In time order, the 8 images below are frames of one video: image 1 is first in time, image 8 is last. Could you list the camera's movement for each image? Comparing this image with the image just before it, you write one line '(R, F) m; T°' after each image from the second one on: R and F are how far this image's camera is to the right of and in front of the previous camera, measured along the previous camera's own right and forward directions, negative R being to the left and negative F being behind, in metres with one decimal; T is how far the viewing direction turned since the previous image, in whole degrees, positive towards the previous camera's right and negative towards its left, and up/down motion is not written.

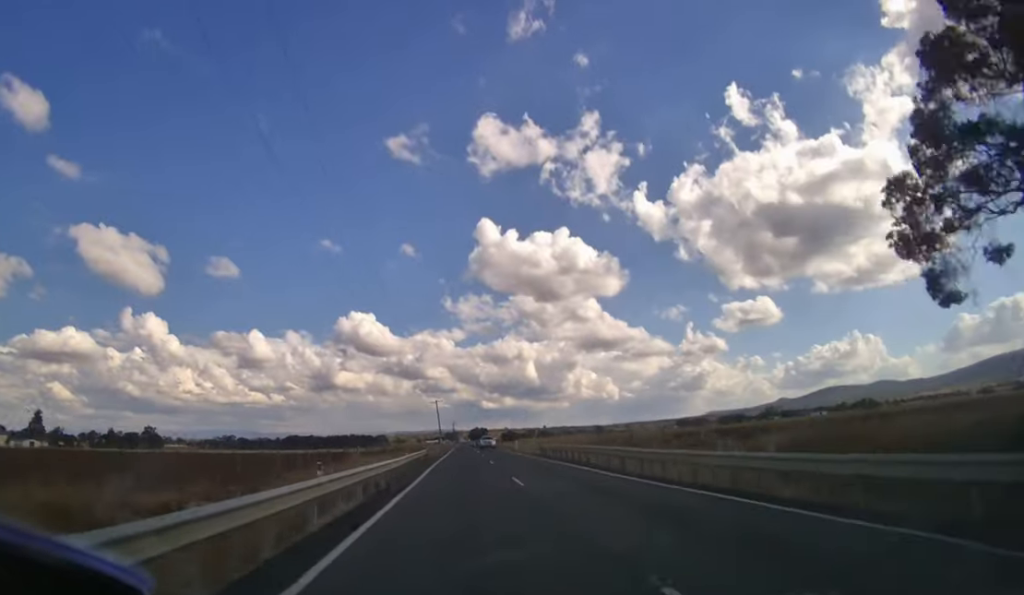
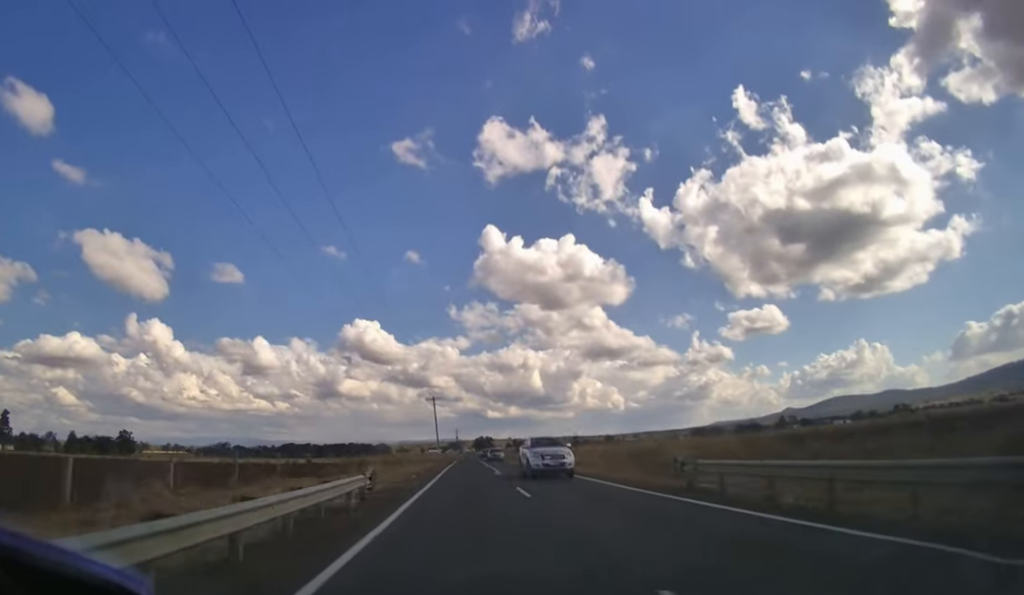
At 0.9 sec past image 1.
(0.0, +22.3) m; 0°
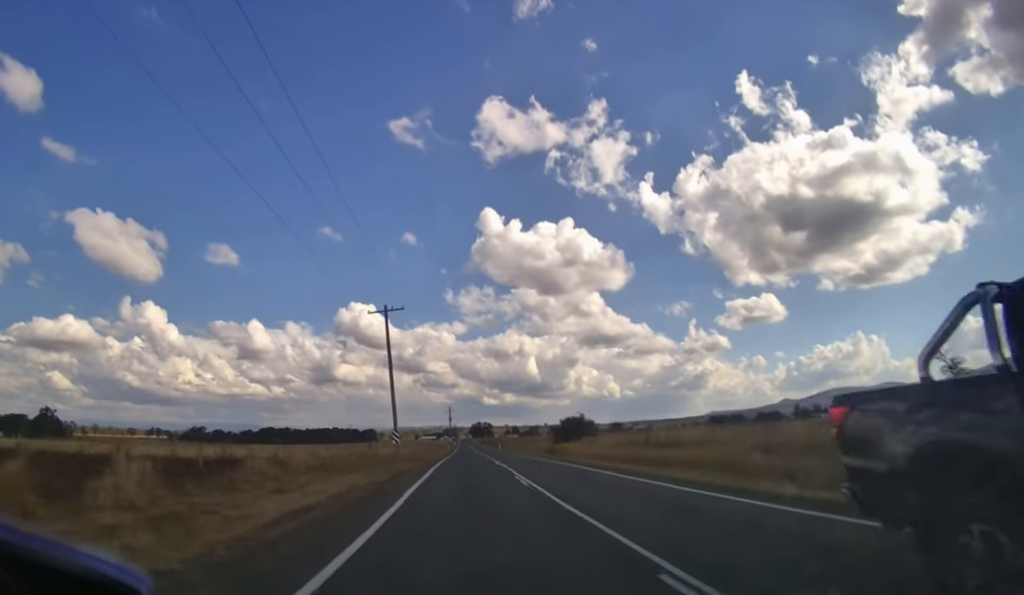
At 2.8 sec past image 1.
(-0.2, +51.1) m; 0°
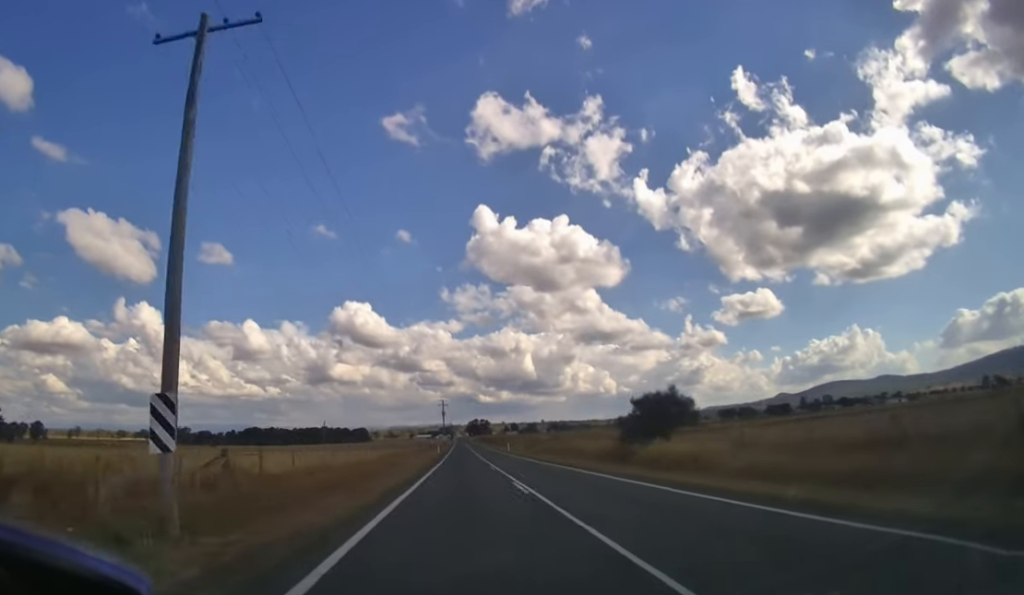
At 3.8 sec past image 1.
(+0.1, +28.2) m; 0°
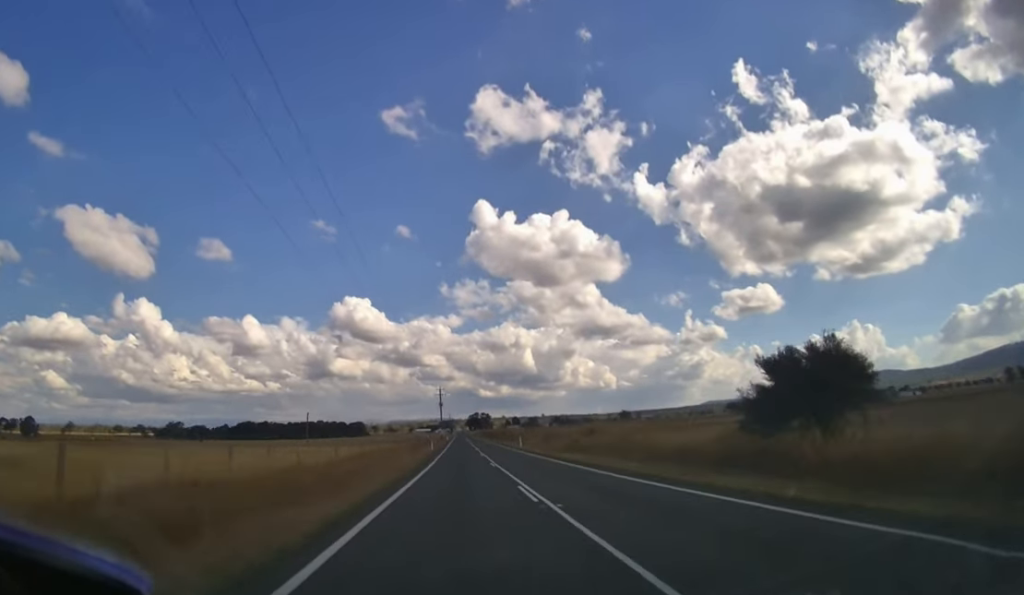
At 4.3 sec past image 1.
(0.0, +17.4) m; 0°
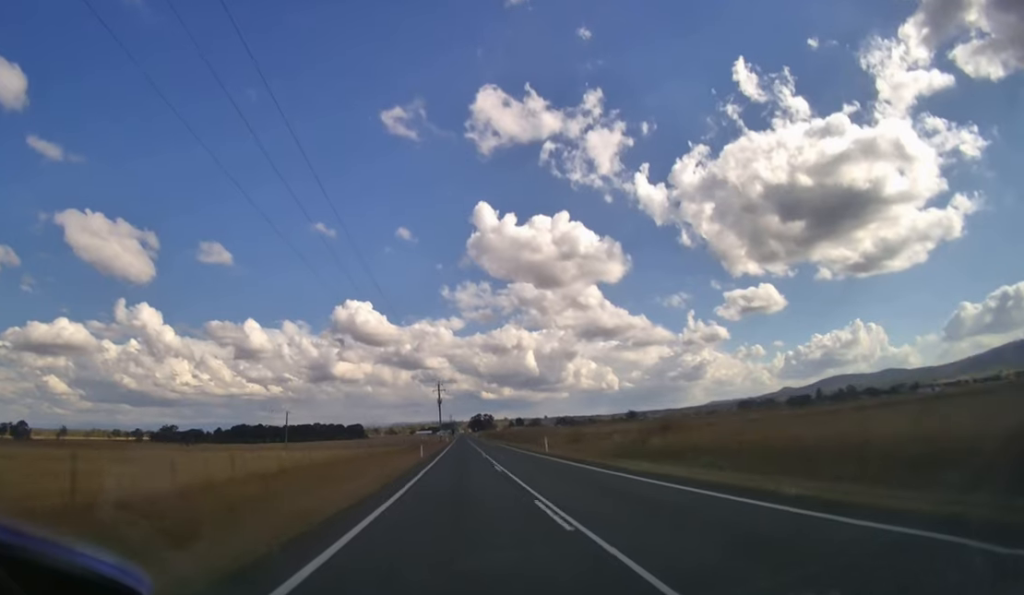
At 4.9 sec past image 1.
(0.0, +17.2) m; 0°
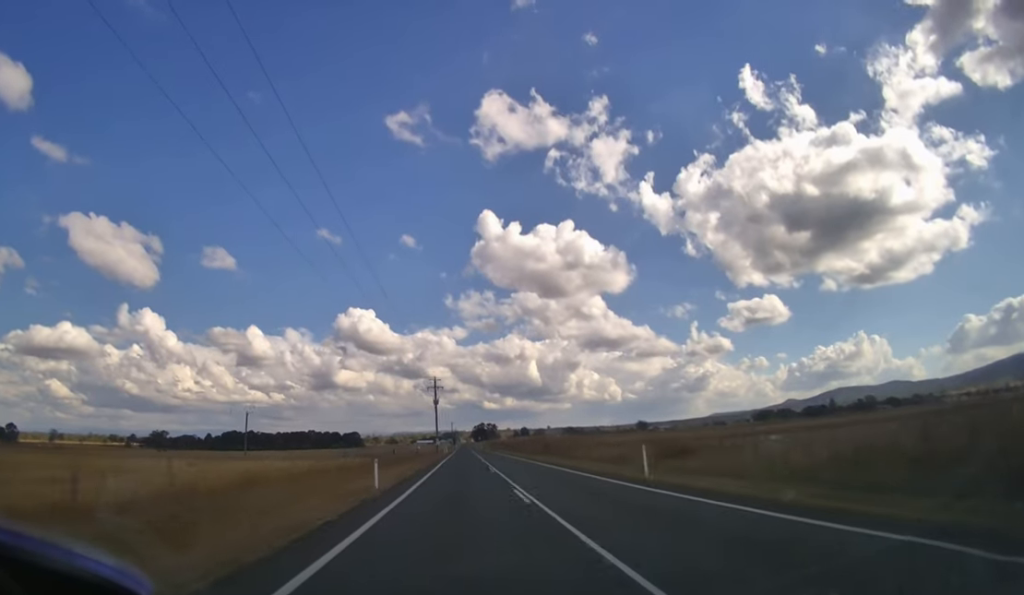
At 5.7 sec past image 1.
(0.0, +21.8) m; 0°
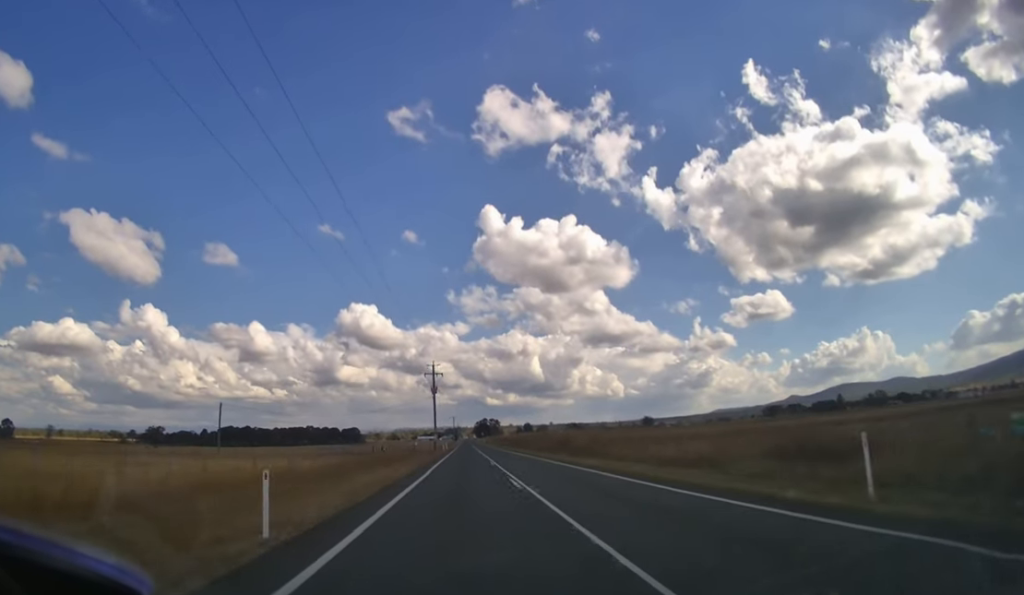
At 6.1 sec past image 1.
(0.0, +10.3) m; 0°
